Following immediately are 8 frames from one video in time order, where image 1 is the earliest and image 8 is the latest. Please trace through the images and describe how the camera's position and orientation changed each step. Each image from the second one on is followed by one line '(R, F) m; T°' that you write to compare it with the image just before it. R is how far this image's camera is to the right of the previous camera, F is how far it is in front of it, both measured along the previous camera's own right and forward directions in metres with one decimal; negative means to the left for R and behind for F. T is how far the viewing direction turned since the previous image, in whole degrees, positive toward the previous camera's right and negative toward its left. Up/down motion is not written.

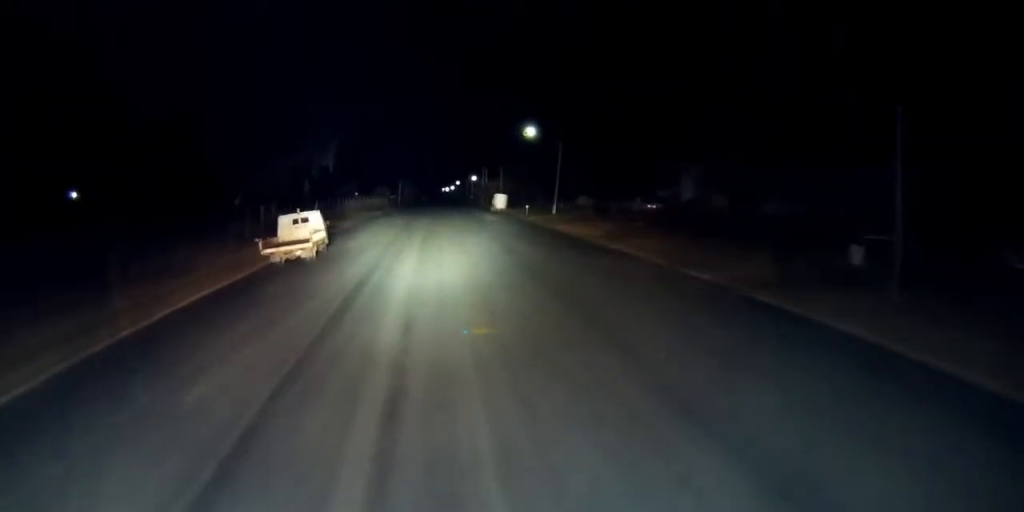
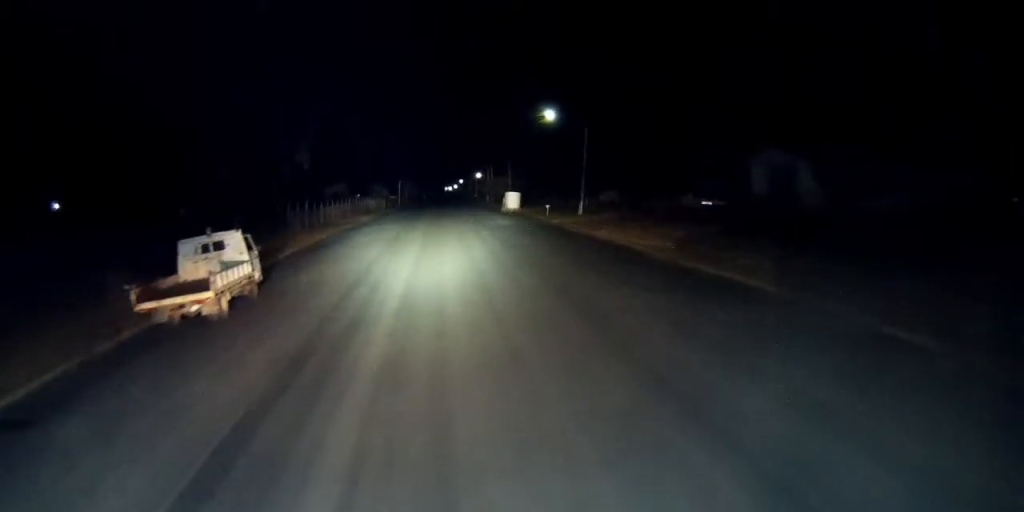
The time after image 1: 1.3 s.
(+0.2, +14.8) m; 0°
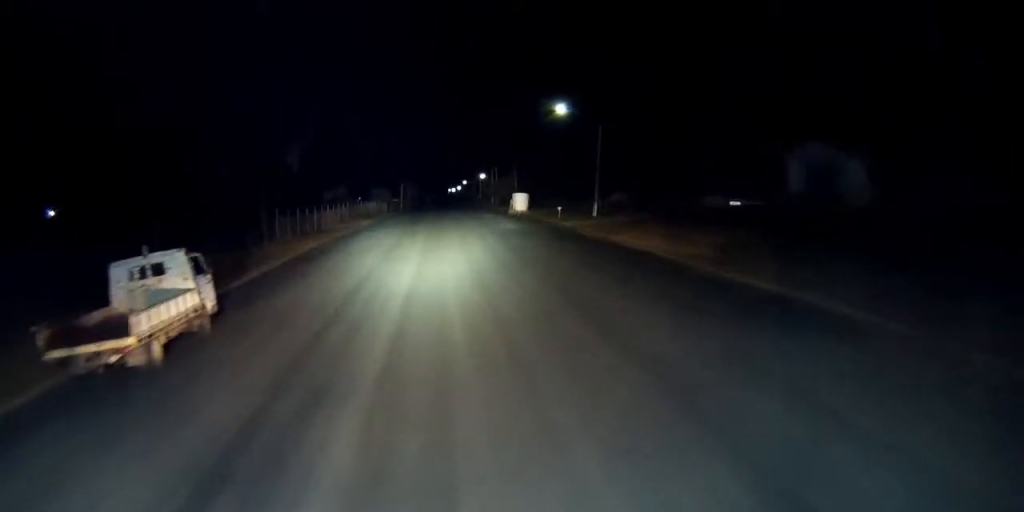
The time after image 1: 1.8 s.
(0.0, +5.3) m; -1°
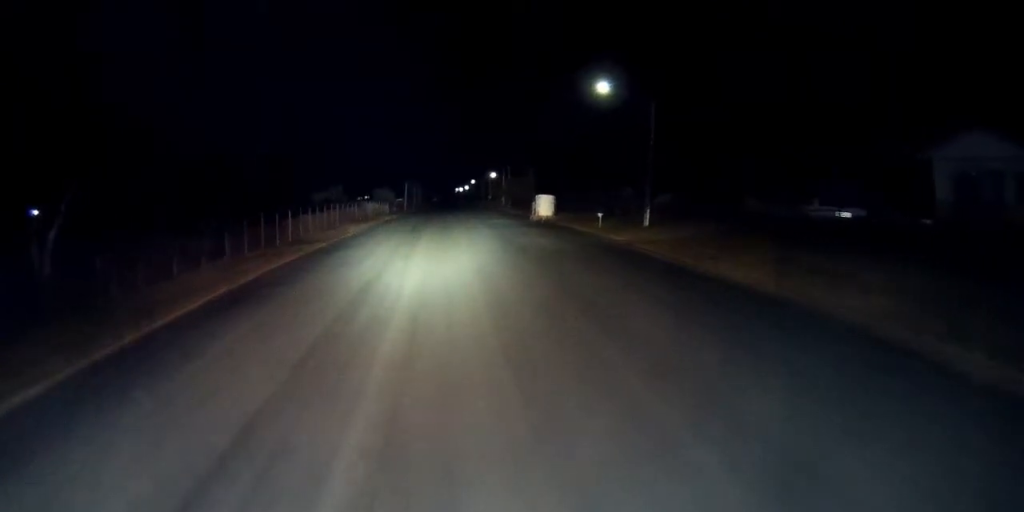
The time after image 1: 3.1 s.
(-0.2, +14.6) m; -2°
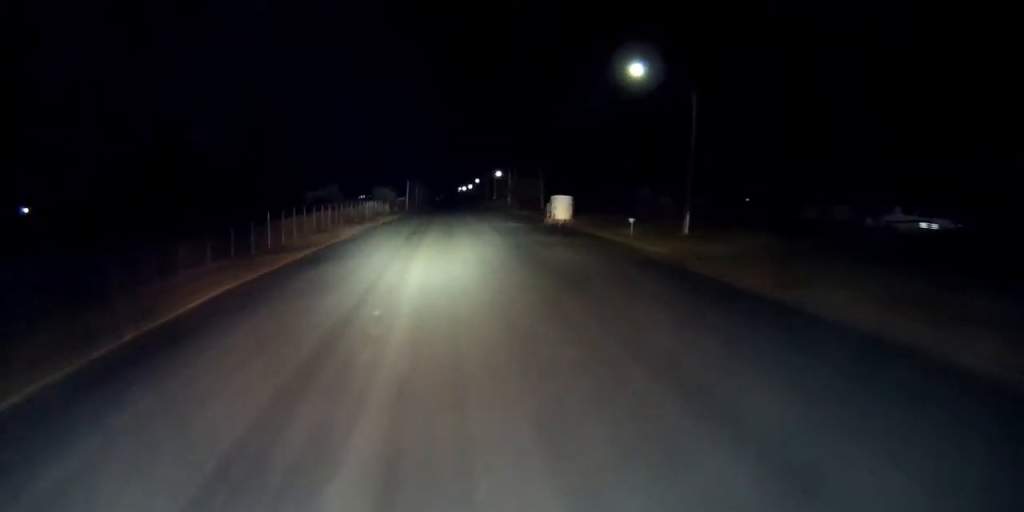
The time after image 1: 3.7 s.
(-0.1, +7.7) m; -1°
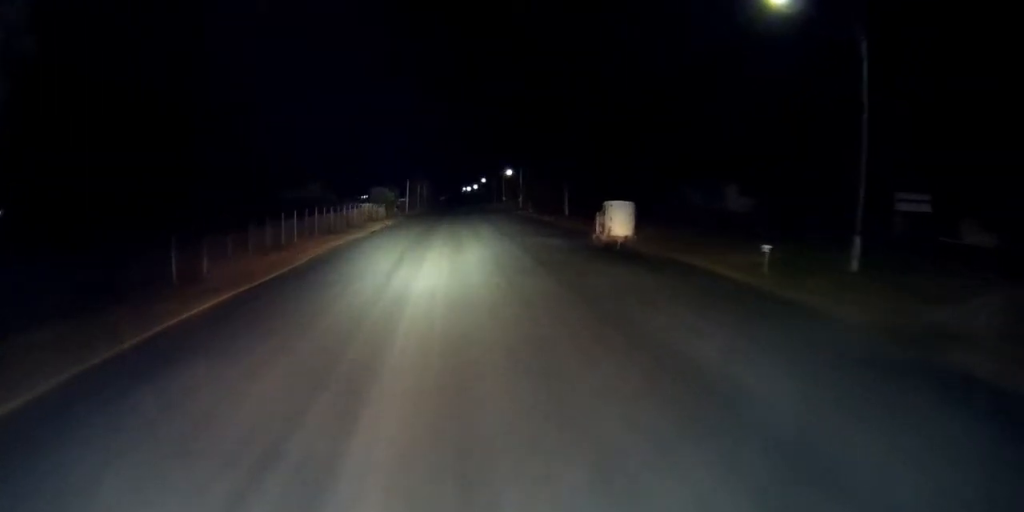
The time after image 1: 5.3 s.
(-0.6, +18.0) m; -3°
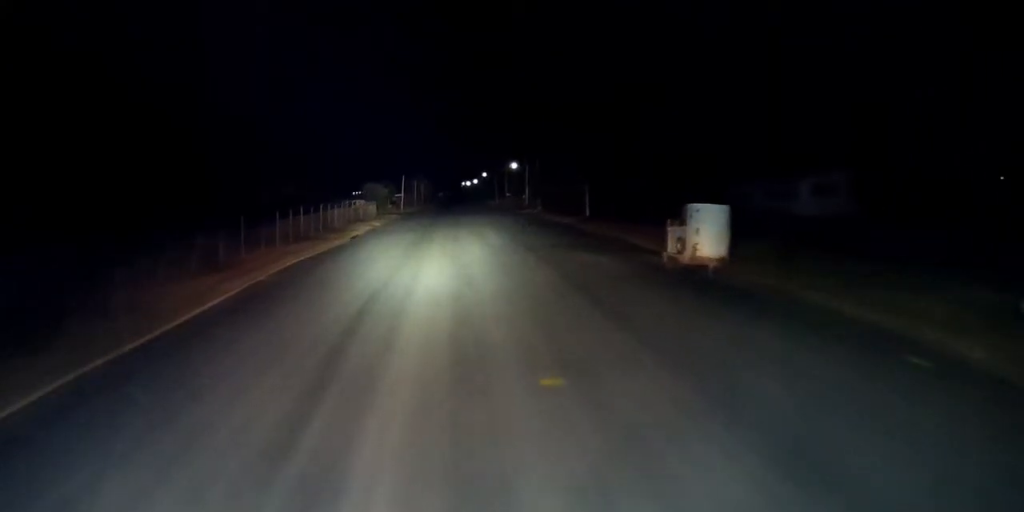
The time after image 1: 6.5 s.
(+0.2, +13.9) m; +1°
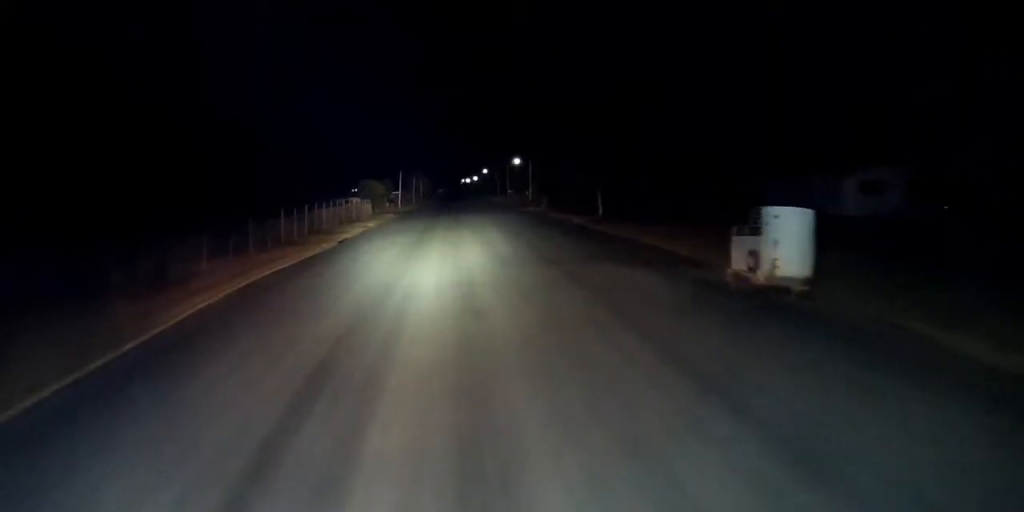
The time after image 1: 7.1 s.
(0.0, +6.6) m; 0°
